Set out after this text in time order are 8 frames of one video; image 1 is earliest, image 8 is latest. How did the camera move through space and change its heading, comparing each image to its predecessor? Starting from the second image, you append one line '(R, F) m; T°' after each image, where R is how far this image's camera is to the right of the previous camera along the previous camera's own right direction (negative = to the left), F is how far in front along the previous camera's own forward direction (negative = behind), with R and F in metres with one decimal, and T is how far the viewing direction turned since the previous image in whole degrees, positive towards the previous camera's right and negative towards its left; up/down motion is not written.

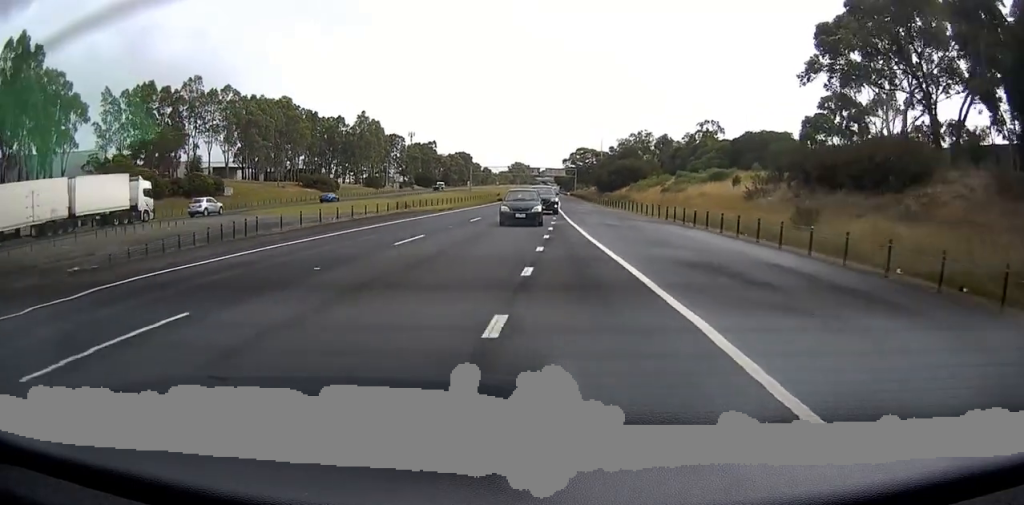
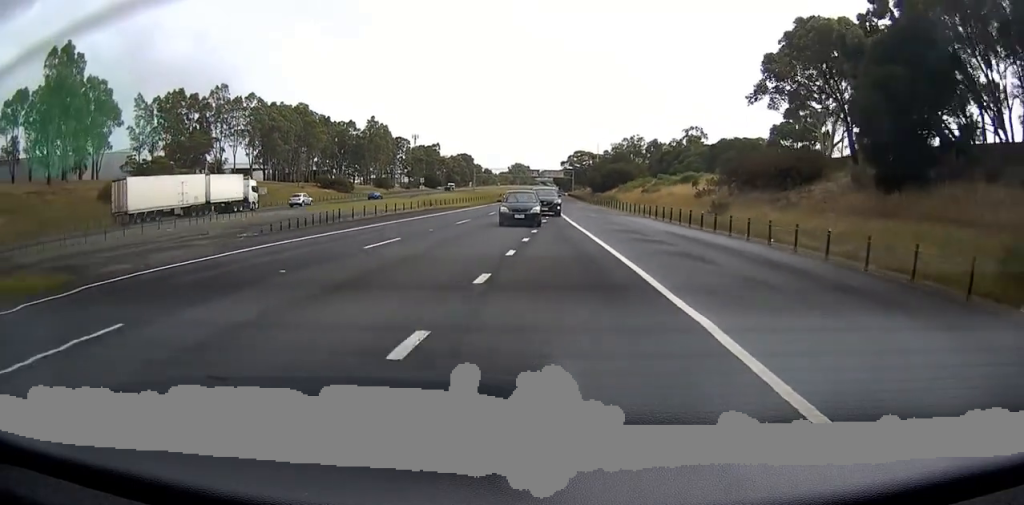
(0.0, +11.1) m; 0°
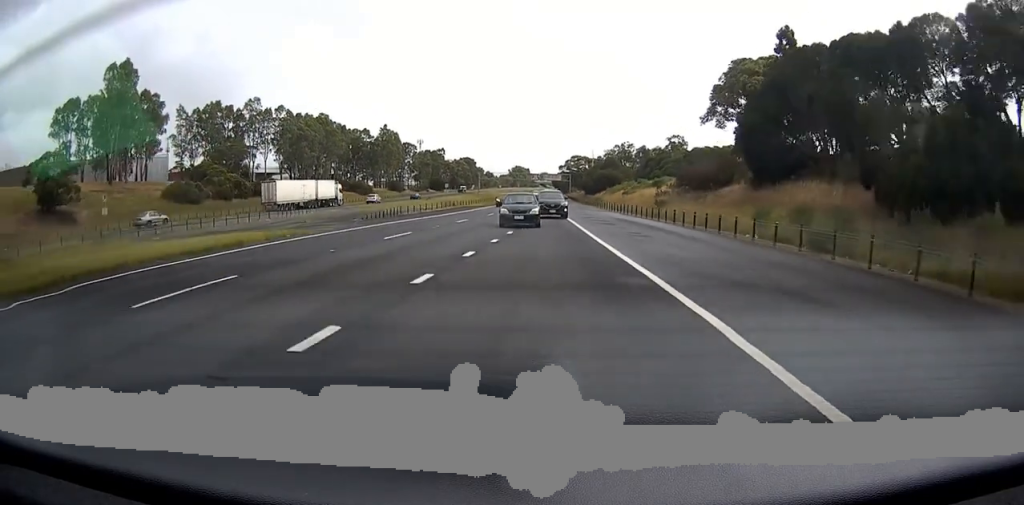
(0.0, +16.0) m; 0°
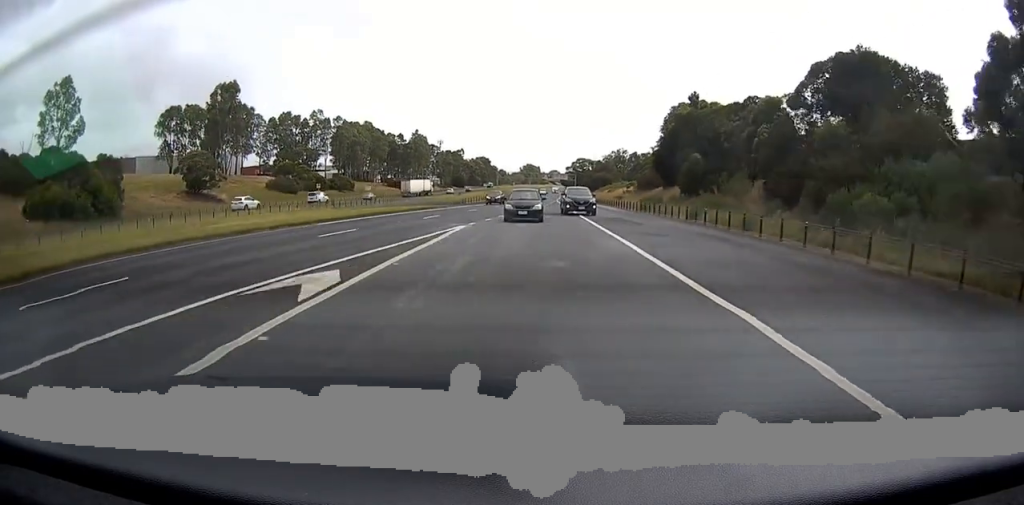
(-0.6, +34.2) m; -2°
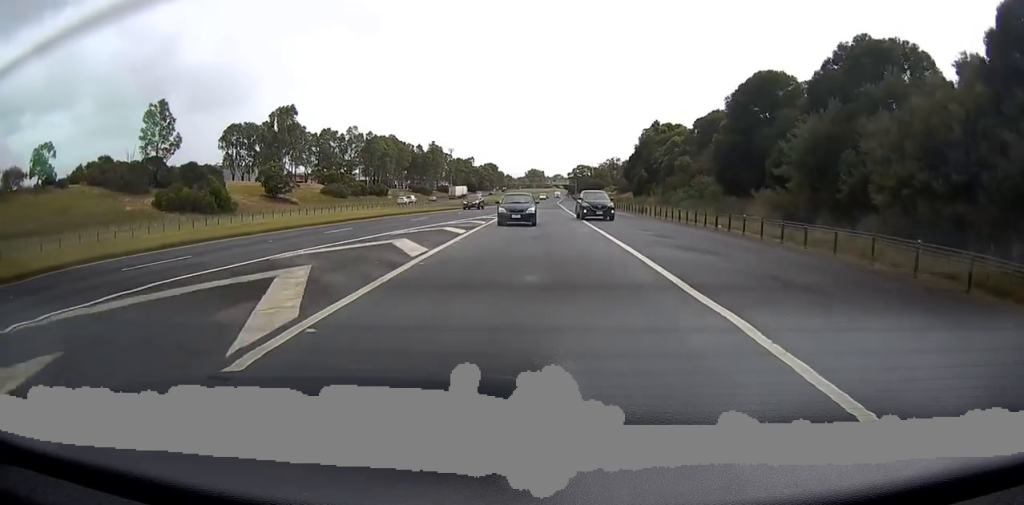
(0.0, +29.5) m; +1°
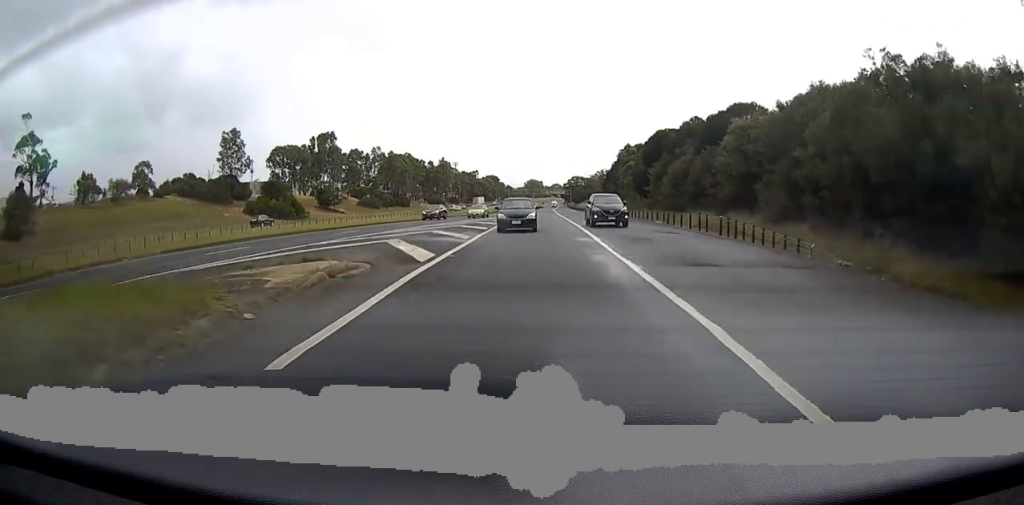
(+0.2, +31.9) m; 0°
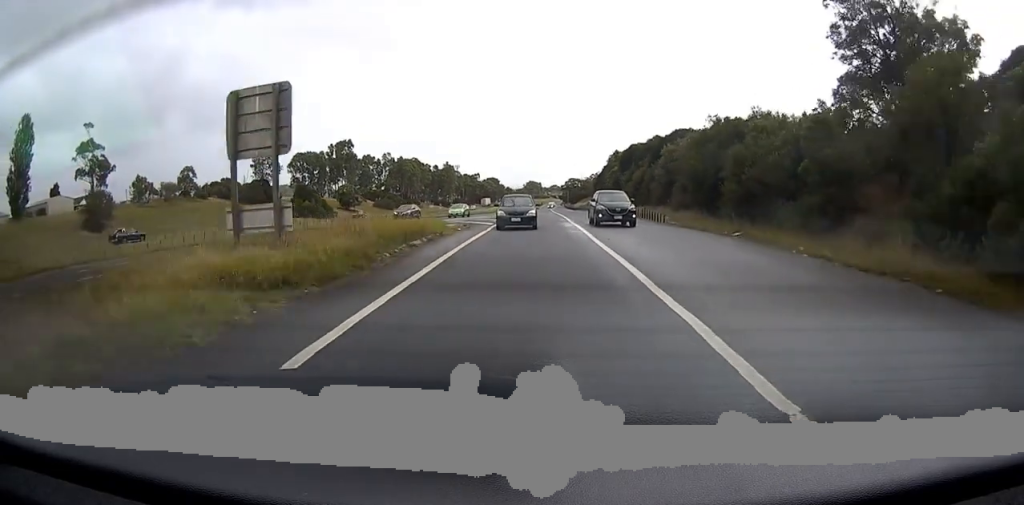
(0.0, +18.1) m; 0°
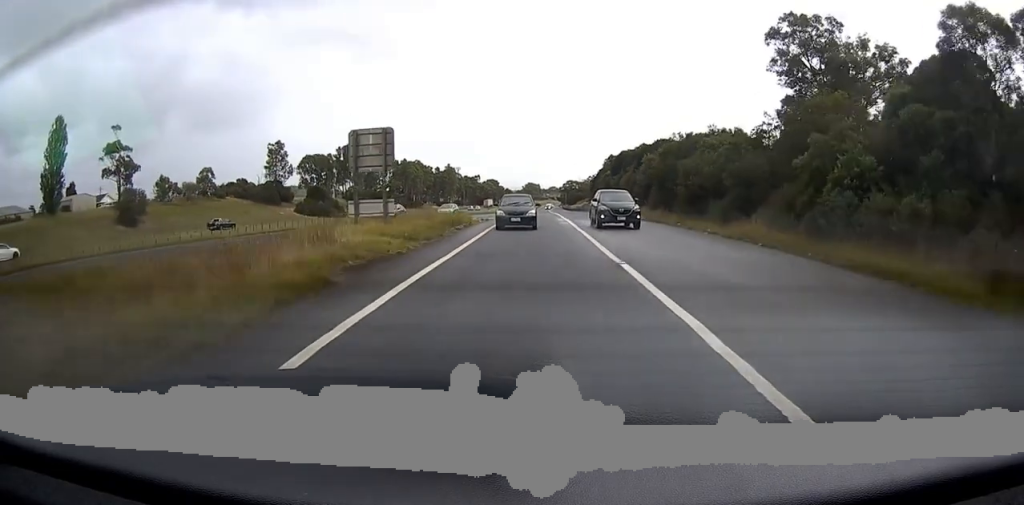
(0.0, +9.1) m; 0°
